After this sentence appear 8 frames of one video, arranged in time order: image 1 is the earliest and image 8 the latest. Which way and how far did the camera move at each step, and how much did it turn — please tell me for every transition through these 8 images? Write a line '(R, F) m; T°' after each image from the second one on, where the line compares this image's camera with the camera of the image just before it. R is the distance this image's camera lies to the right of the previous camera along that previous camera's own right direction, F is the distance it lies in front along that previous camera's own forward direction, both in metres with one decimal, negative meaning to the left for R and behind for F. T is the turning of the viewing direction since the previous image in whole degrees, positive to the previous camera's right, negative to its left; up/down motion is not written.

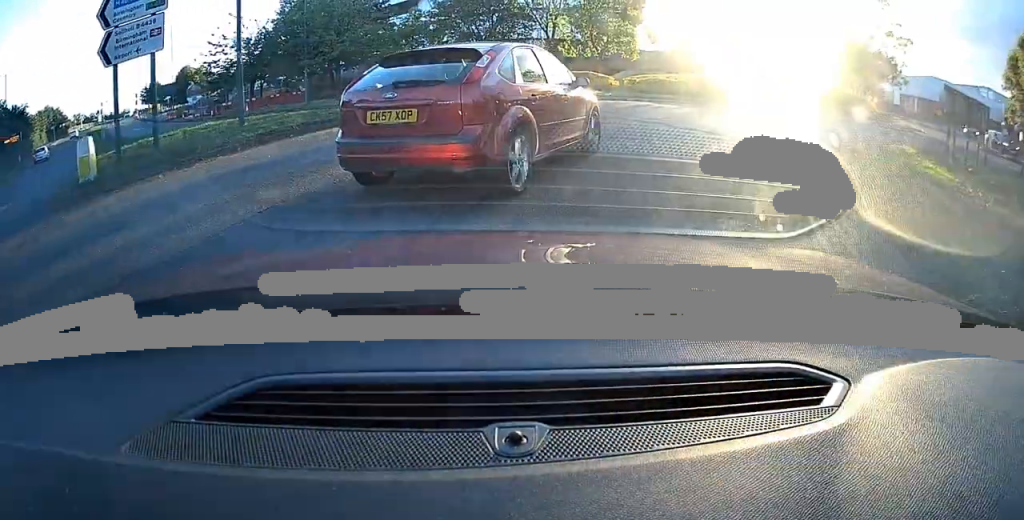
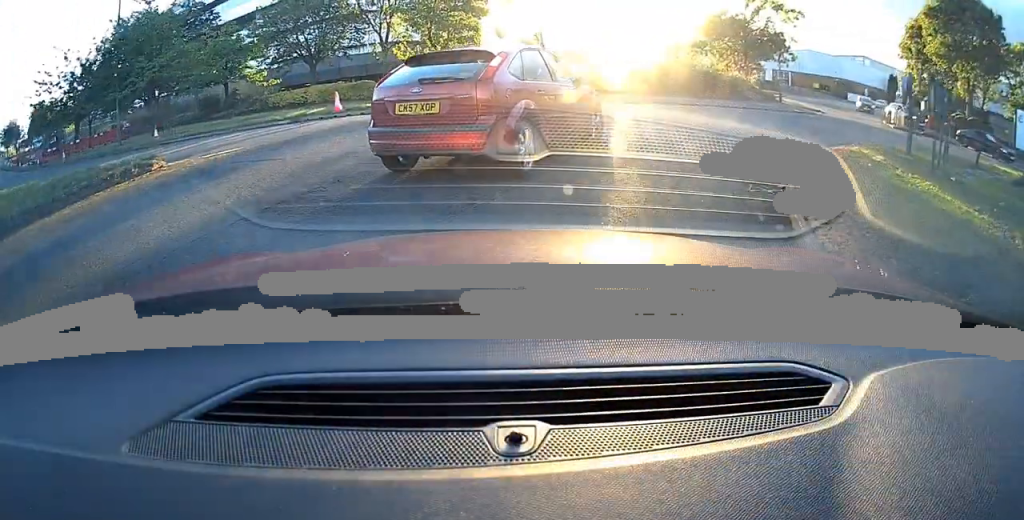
(+0.6, +4.3) m; +15°
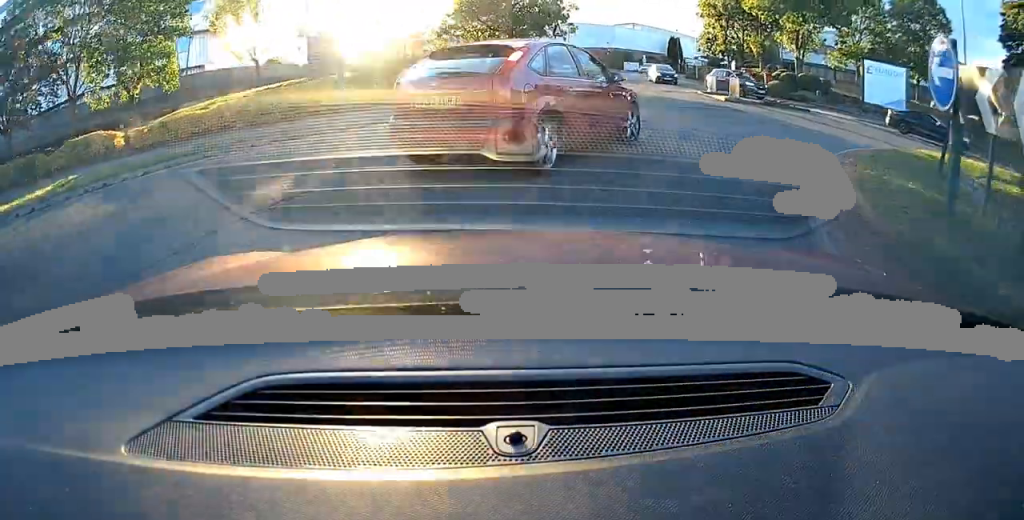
(+1.6, +7.1) m; +25°
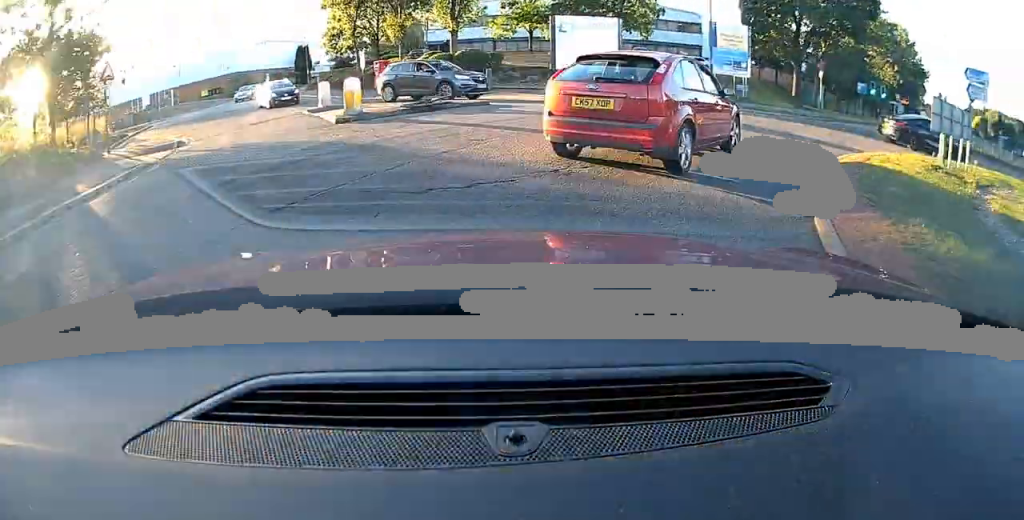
(+3.1, +9.7) m; +39°
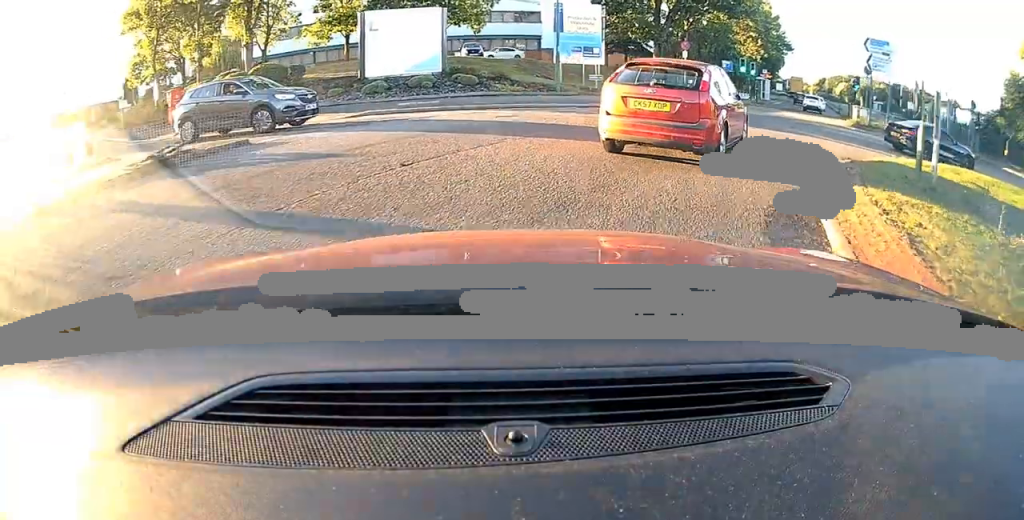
(+0.8, +5.1) m; +14°
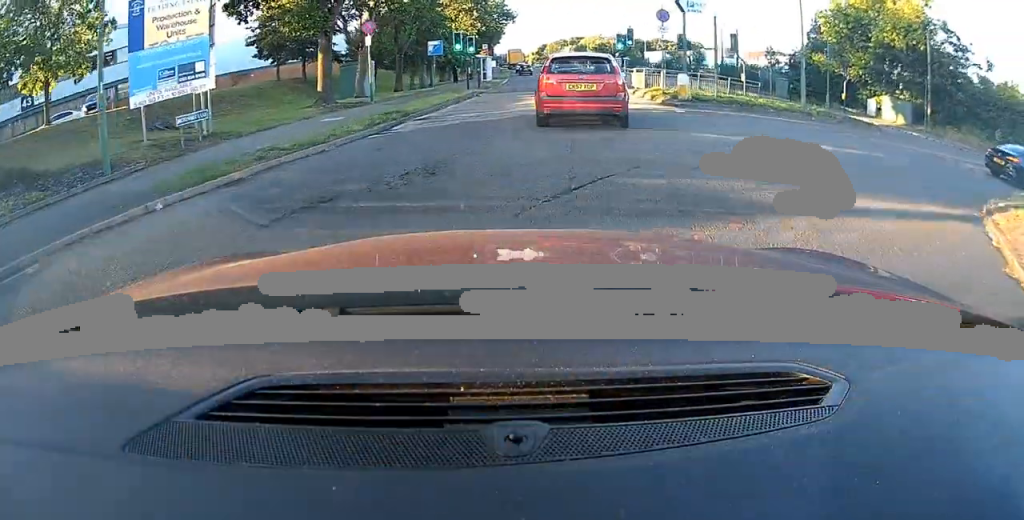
(+2.6, +12.3) m; +17°
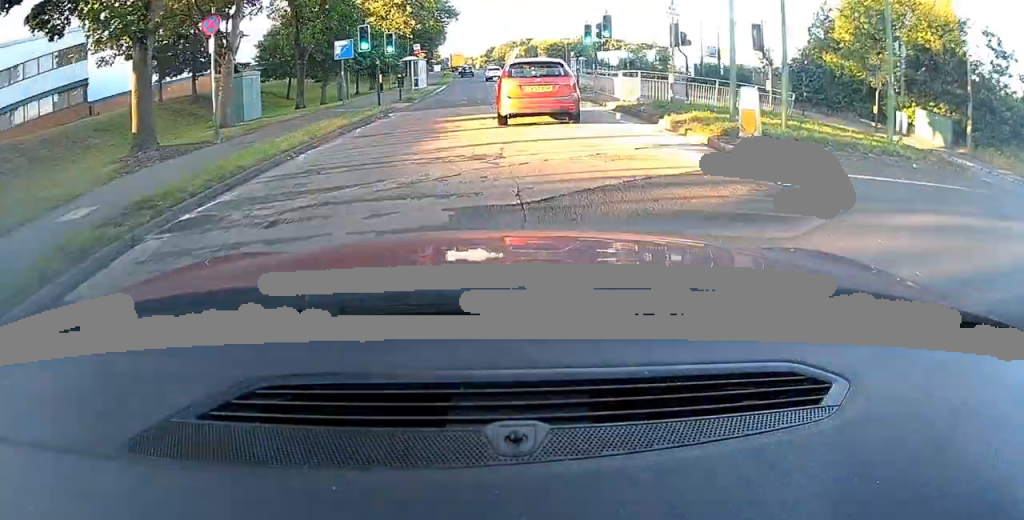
(+0.4, +9.7) m; +1°
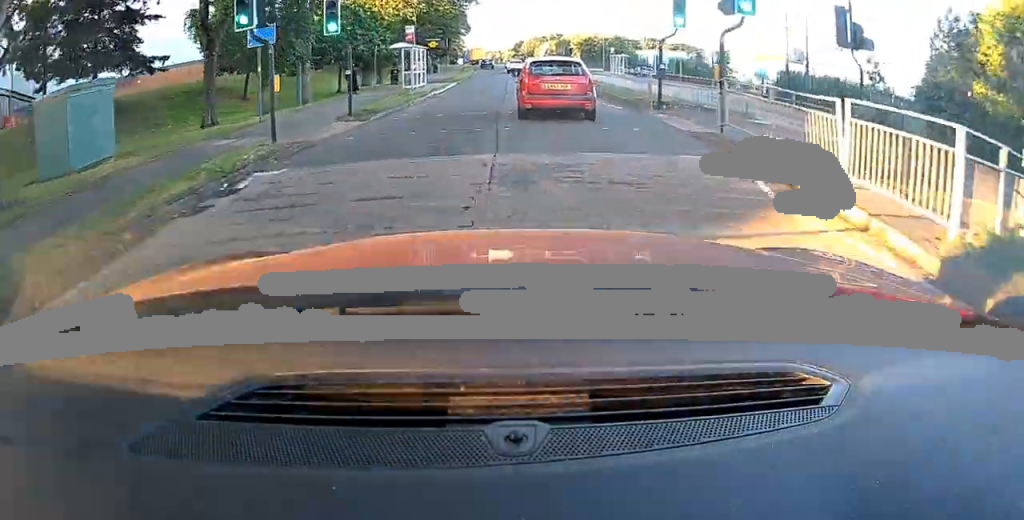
(-0.3, +12.5) m; -3°
